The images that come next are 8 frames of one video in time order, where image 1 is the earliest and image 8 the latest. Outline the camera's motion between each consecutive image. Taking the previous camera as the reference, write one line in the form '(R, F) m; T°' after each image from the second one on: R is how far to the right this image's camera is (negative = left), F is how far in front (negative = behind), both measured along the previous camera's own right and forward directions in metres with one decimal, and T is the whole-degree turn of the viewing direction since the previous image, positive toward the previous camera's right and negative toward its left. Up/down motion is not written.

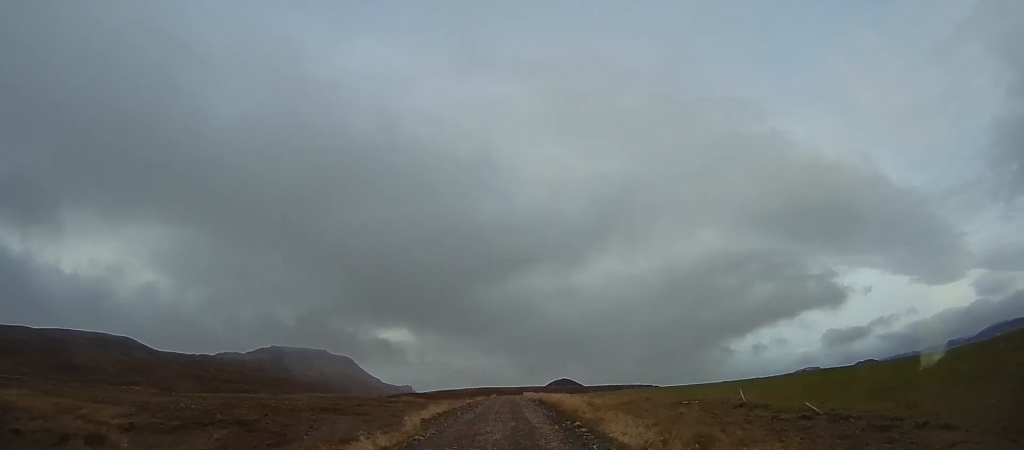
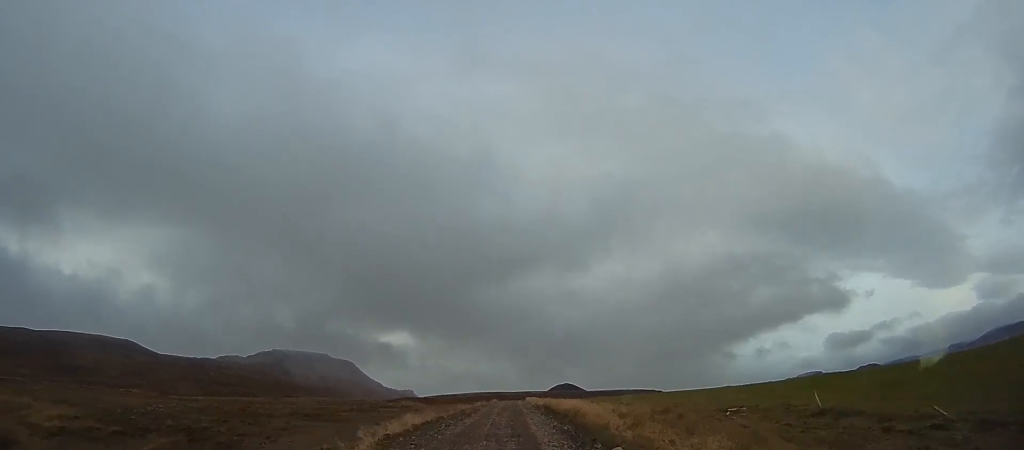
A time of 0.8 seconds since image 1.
(-0.3, +6.2) m; +2°
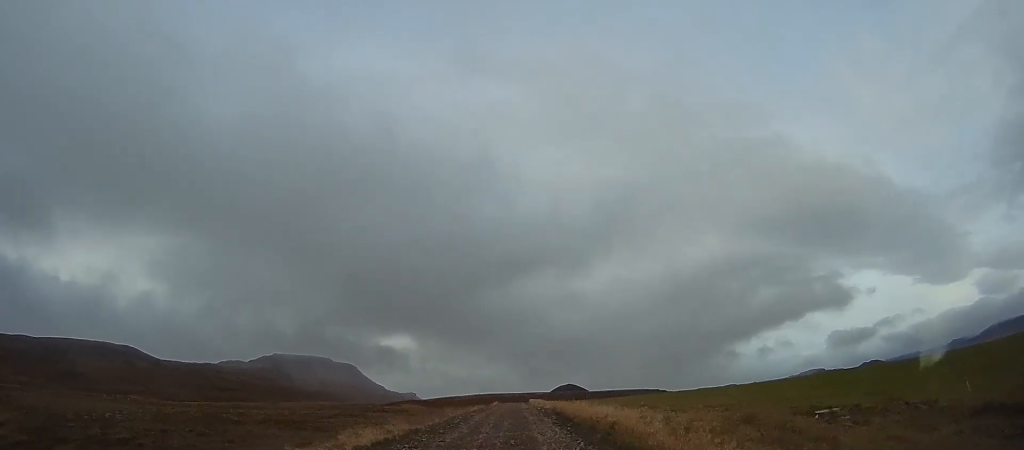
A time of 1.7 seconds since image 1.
(+0.4, +6.7) m; +4°
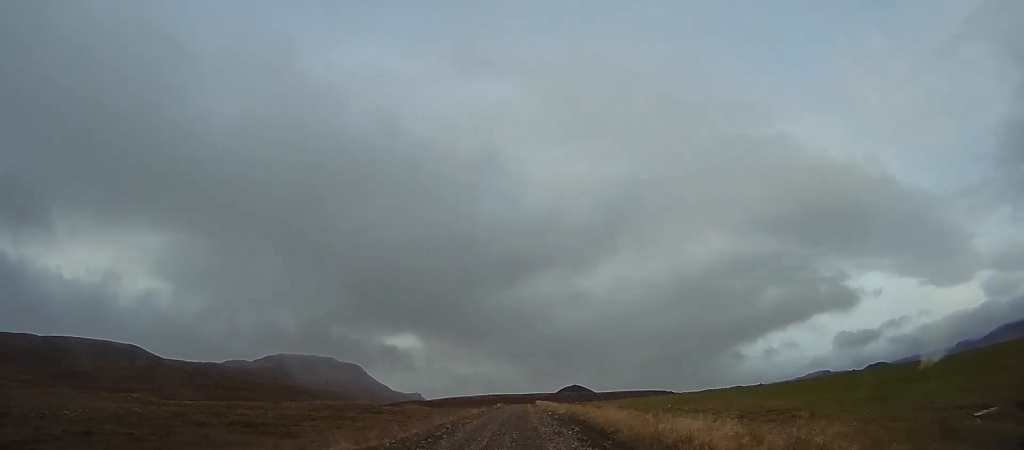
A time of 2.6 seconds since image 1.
(+0.2, +6.4) m; 0°
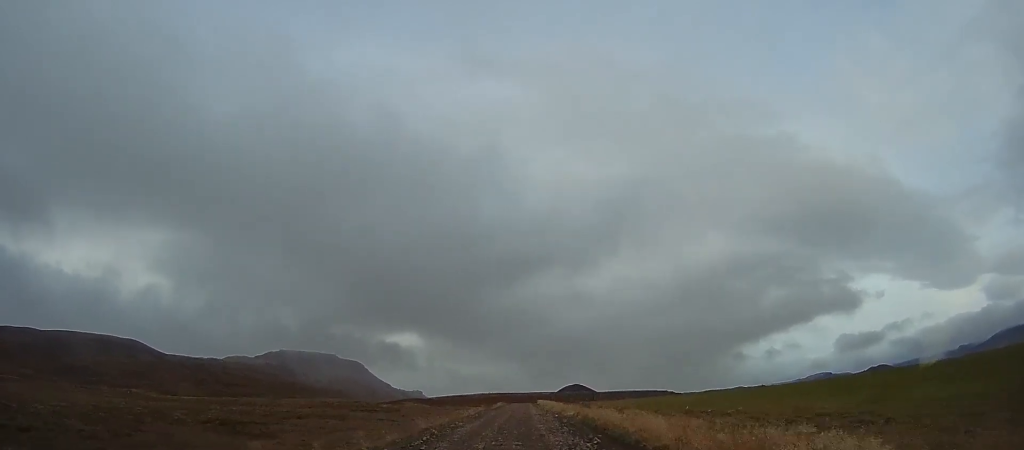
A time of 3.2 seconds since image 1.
(-0.1, +3.9) m; -2°
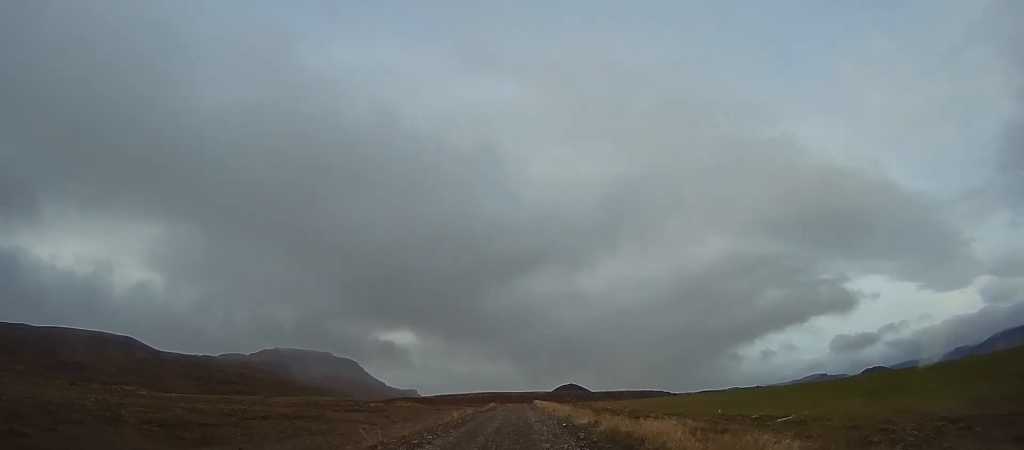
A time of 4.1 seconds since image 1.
(0.0, +6.7) m; -2°
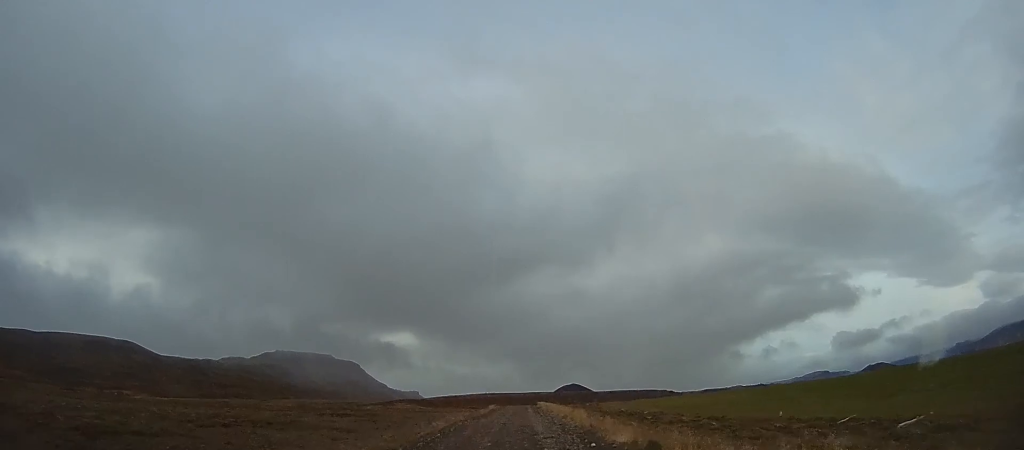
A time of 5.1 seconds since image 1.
(-0.3, +6.8) m; -3°
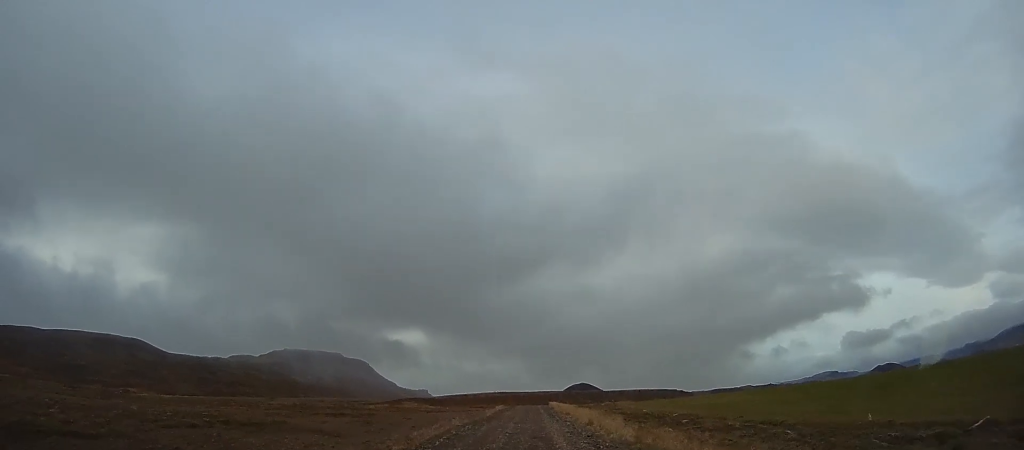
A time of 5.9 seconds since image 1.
(0.0, +5.6) m; +1°
